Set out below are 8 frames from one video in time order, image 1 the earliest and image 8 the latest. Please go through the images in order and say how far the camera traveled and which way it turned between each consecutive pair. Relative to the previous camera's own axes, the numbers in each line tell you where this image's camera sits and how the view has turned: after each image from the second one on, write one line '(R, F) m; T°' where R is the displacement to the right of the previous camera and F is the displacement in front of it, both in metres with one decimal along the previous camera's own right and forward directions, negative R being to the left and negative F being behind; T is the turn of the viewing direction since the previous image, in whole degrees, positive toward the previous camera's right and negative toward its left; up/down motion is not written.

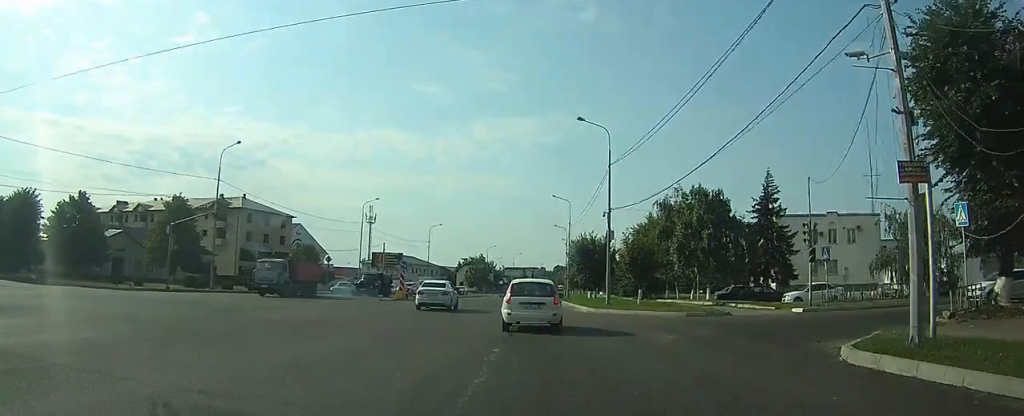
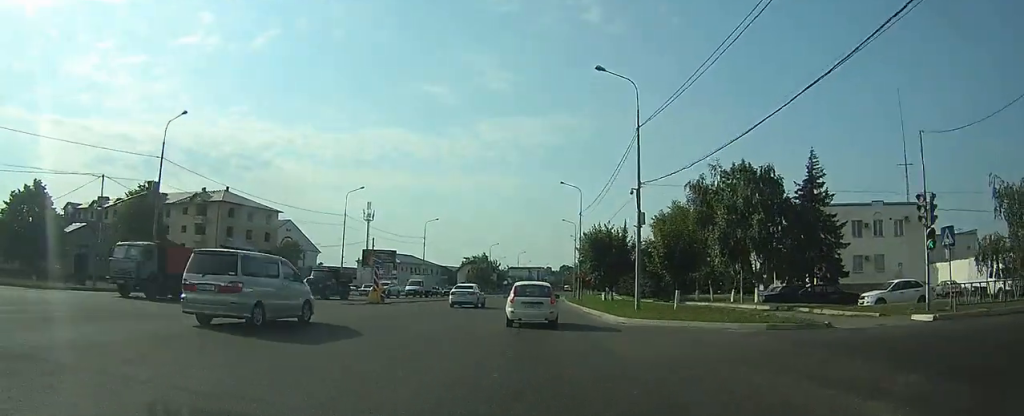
(+0.2, +7.1) m; +4°
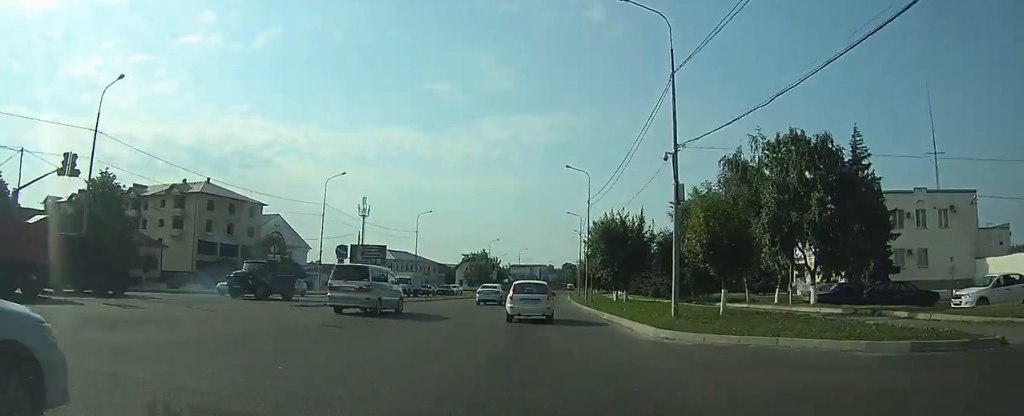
(+0.2, +5.9) m; +2°
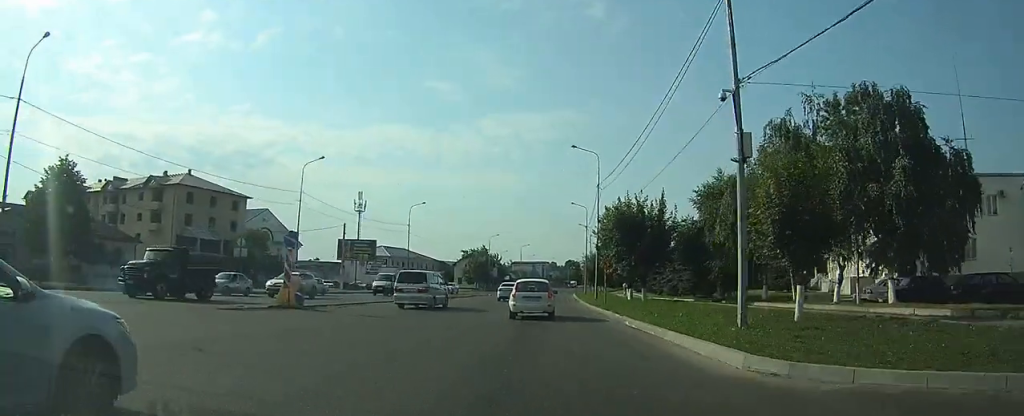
(0.0, +5.8) m; 0°
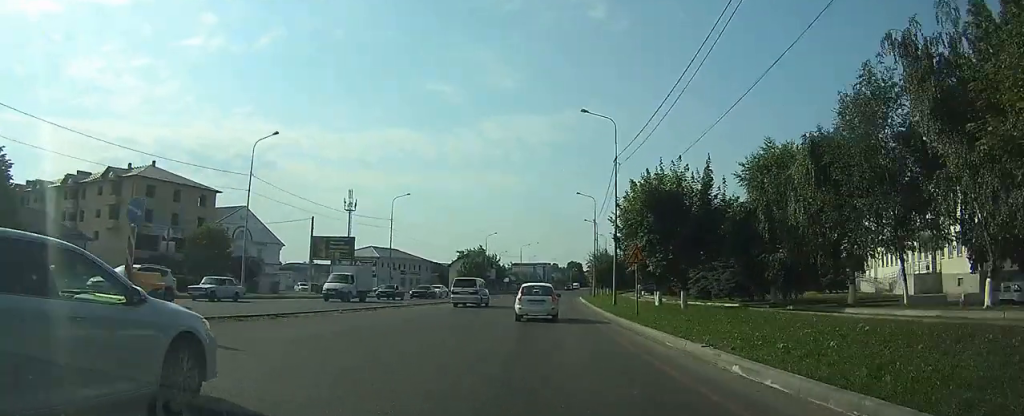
(0.0, +9.3) m; 0°
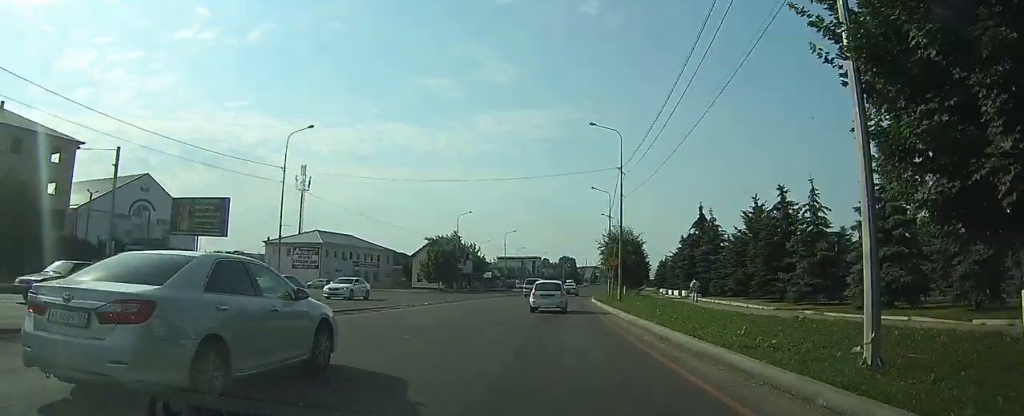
(+0.2, +27.5) m; 0°
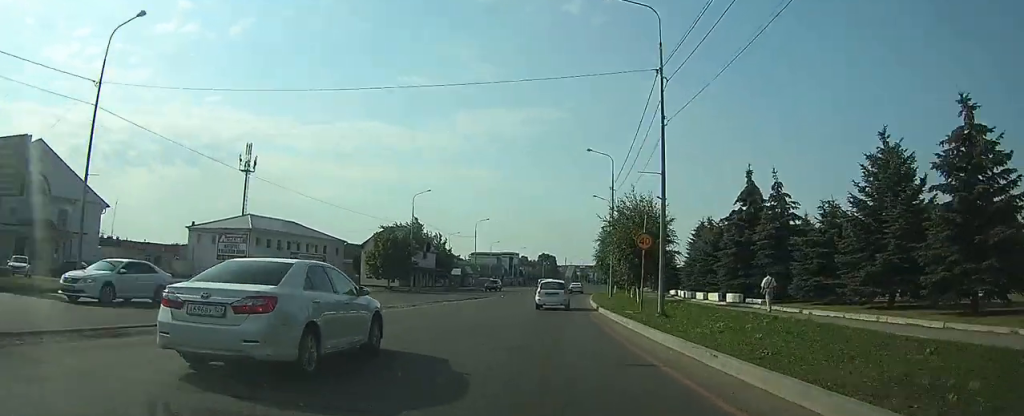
(+0.2, +18.7) m; +2°
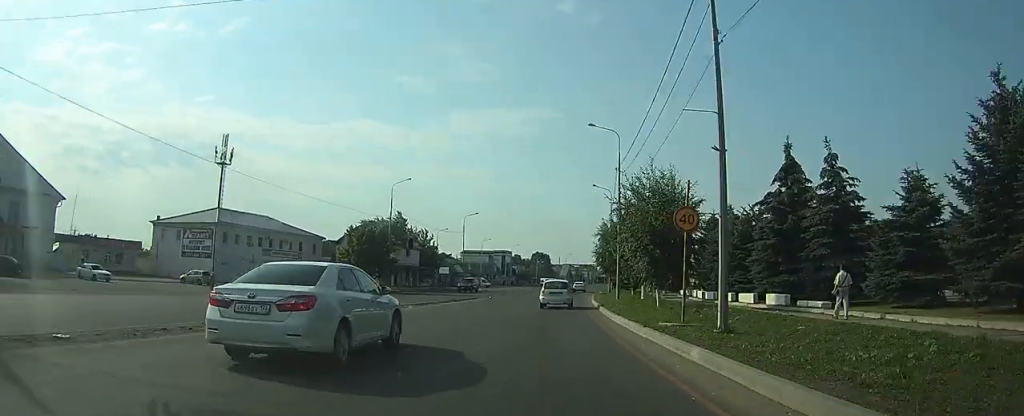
(+0.1, +7.6) m; +1°
